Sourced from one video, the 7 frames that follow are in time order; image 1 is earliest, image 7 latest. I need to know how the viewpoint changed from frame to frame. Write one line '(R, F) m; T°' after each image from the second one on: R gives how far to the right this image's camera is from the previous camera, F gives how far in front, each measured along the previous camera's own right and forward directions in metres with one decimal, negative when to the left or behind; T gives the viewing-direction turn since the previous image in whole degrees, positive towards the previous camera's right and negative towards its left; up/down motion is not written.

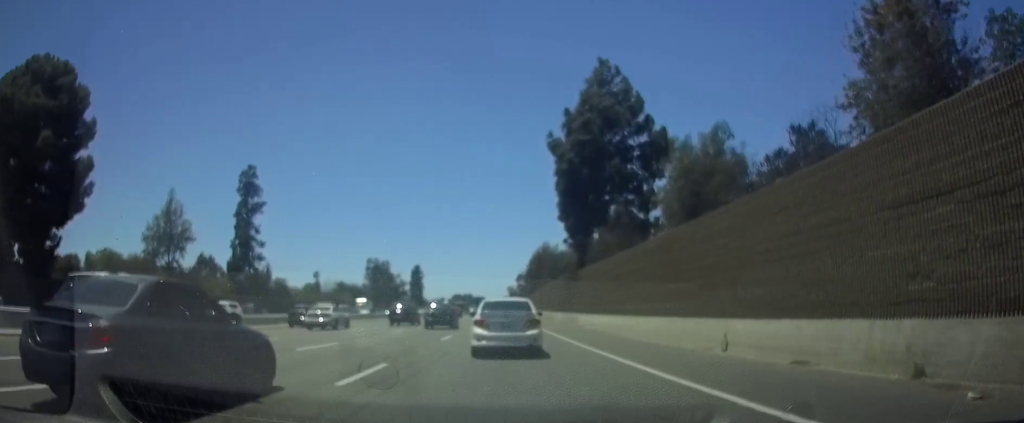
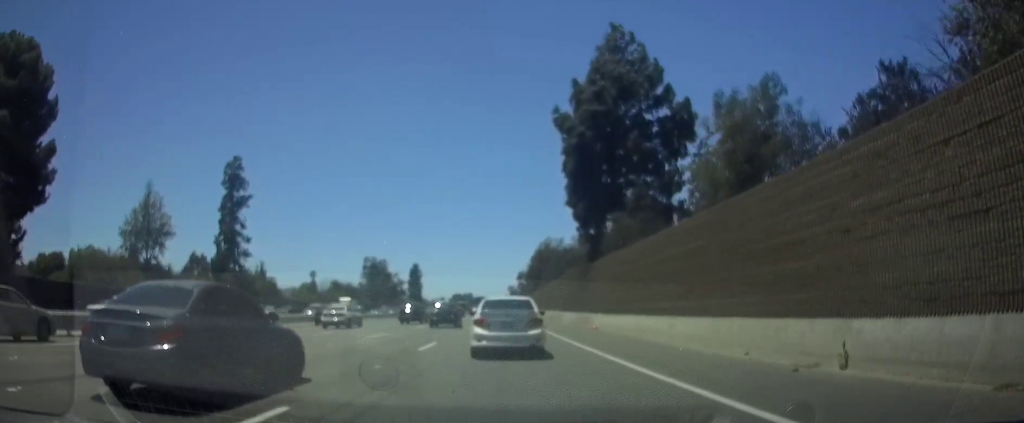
(+0.1, +6.1) m; 0°
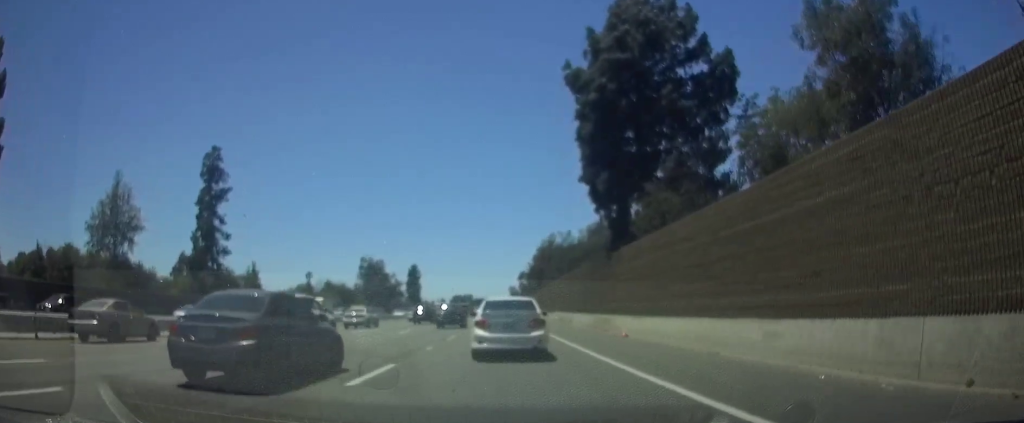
(0.0, +8.3) m; 0°
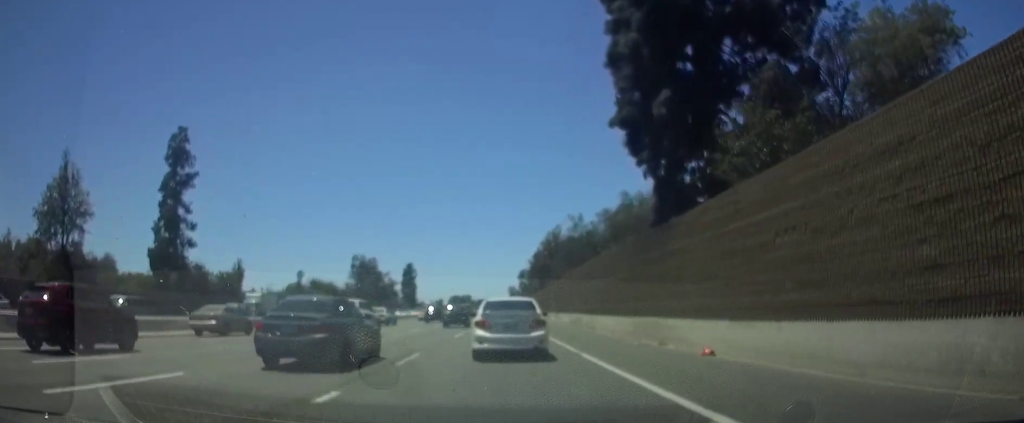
(-0.1, +11.2) m; -1°
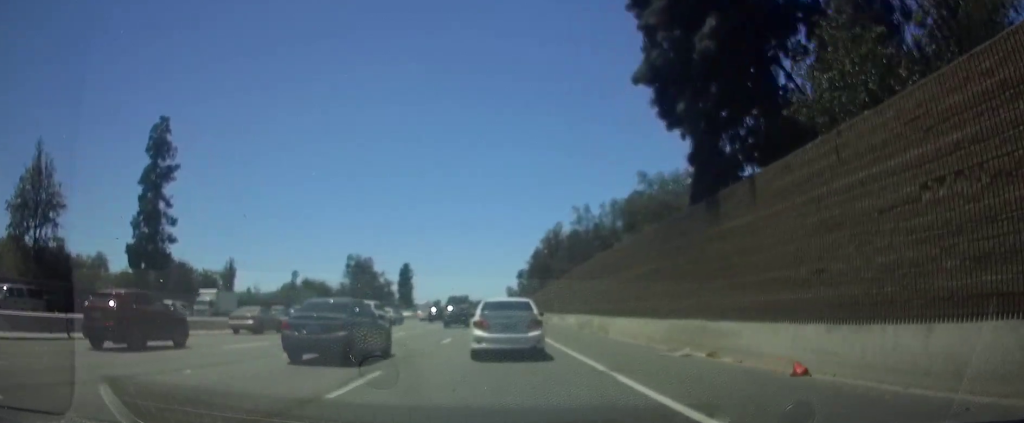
(0.0, +5.2) m; 0°
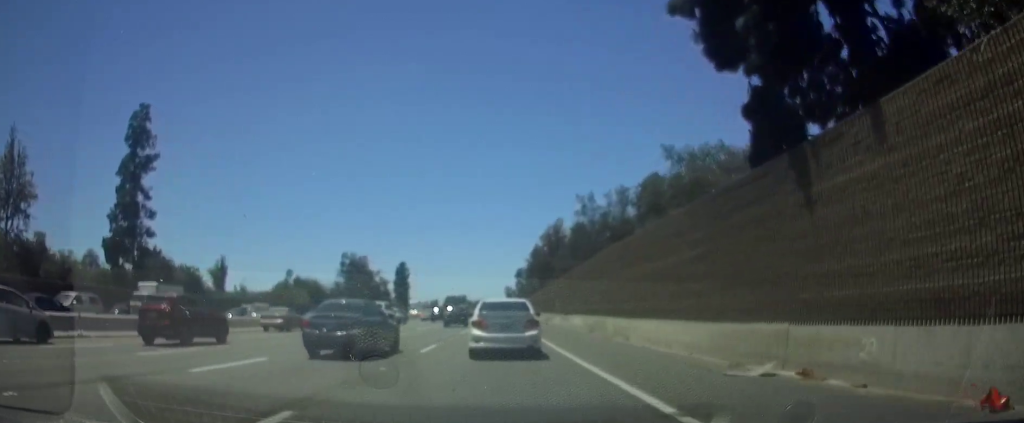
(0.0, +5.2) m; 0°
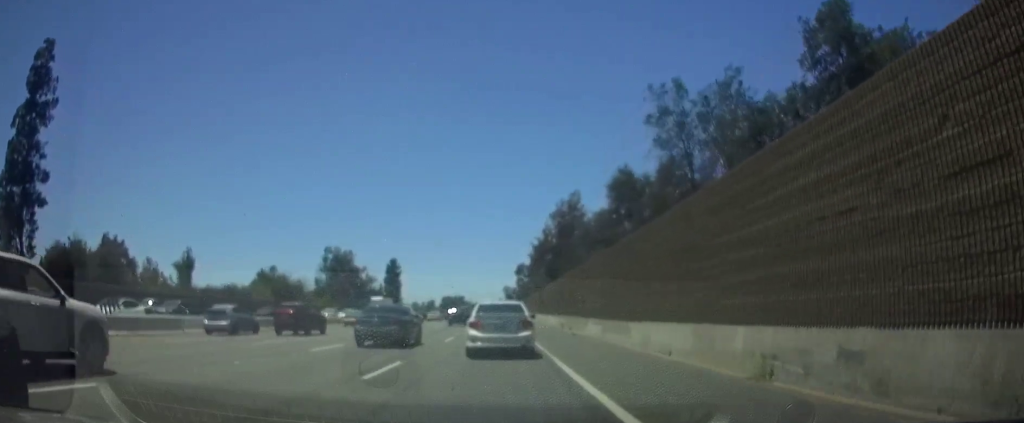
(+0.1, +21.9) m; +1°
